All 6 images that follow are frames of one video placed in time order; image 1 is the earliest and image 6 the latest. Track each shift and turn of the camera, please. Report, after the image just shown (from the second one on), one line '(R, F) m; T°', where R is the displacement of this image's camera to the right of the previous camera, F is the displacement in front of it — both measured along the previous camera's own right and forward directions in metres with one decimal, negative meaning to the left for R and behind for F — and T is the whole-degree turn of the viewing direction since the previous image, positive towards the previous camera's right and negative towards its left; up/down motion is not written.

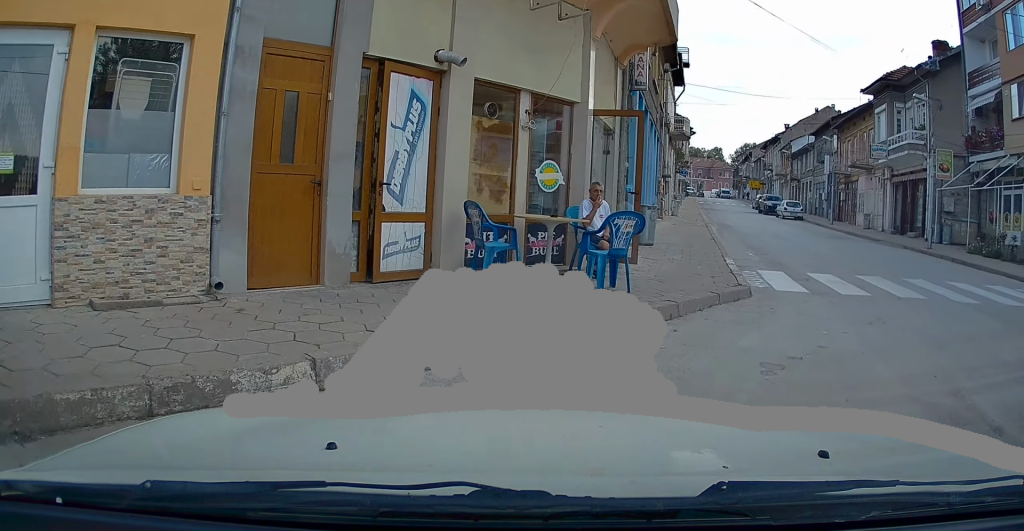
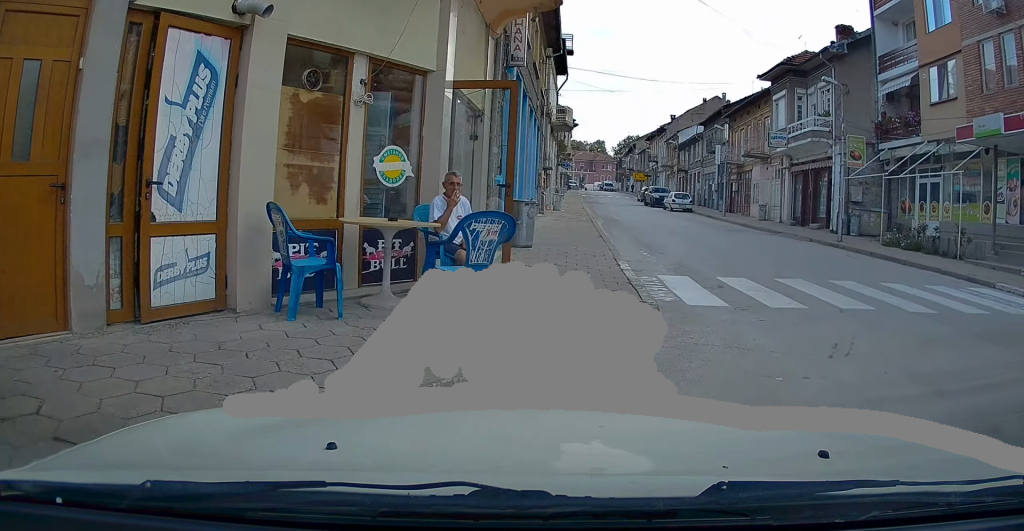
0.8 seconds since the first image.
(+0.3, +2.0) m; +13°
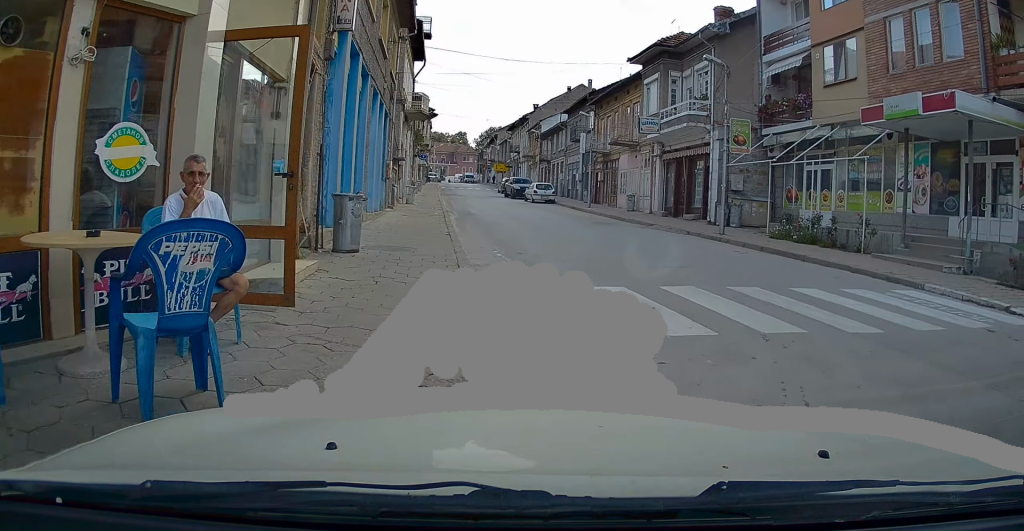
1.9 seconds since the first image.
(+0.3, +2.4) m; +16°
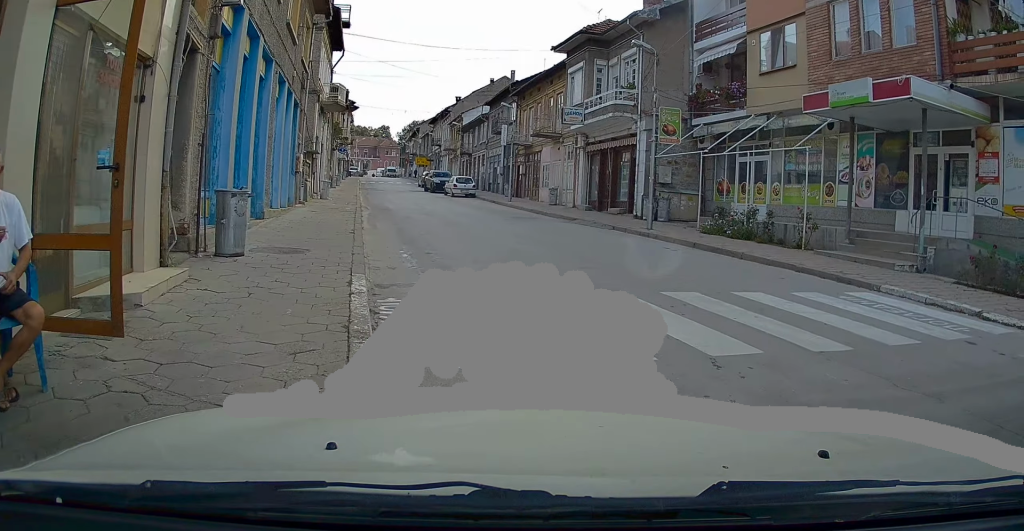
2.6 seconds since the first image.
(+0.3, +1.4) m; +7°
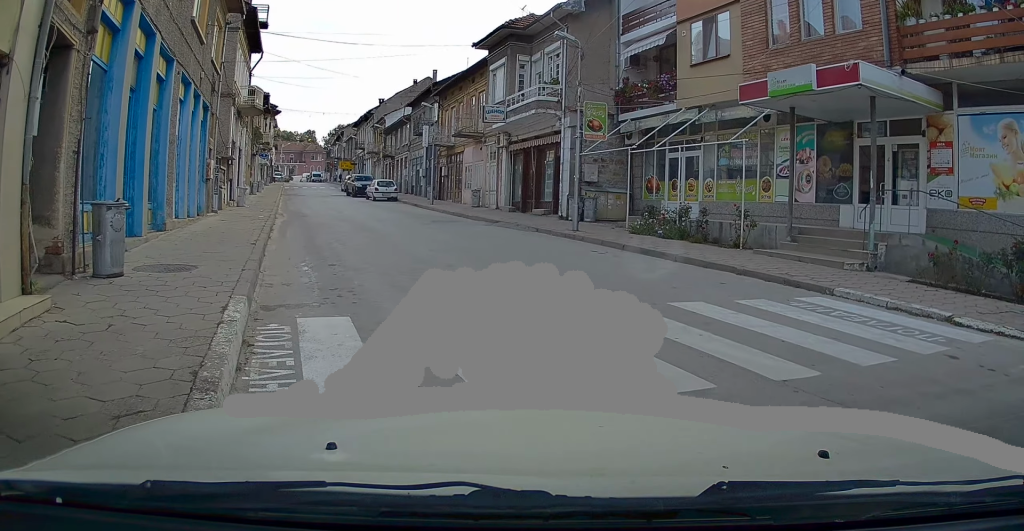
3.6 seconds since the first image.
(0.0, +1.8) m; +2°
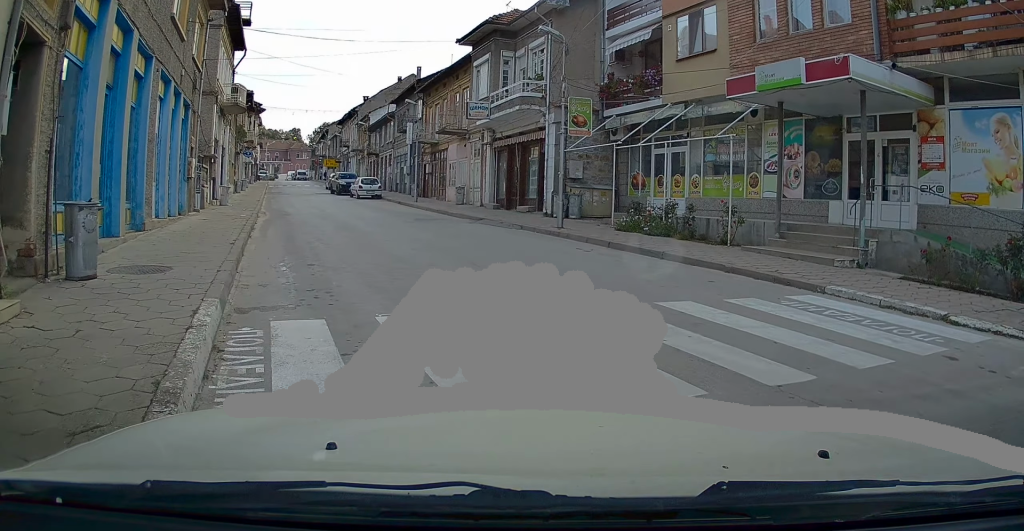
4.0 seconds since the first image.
(-0.1, +0.5) m; 0°
